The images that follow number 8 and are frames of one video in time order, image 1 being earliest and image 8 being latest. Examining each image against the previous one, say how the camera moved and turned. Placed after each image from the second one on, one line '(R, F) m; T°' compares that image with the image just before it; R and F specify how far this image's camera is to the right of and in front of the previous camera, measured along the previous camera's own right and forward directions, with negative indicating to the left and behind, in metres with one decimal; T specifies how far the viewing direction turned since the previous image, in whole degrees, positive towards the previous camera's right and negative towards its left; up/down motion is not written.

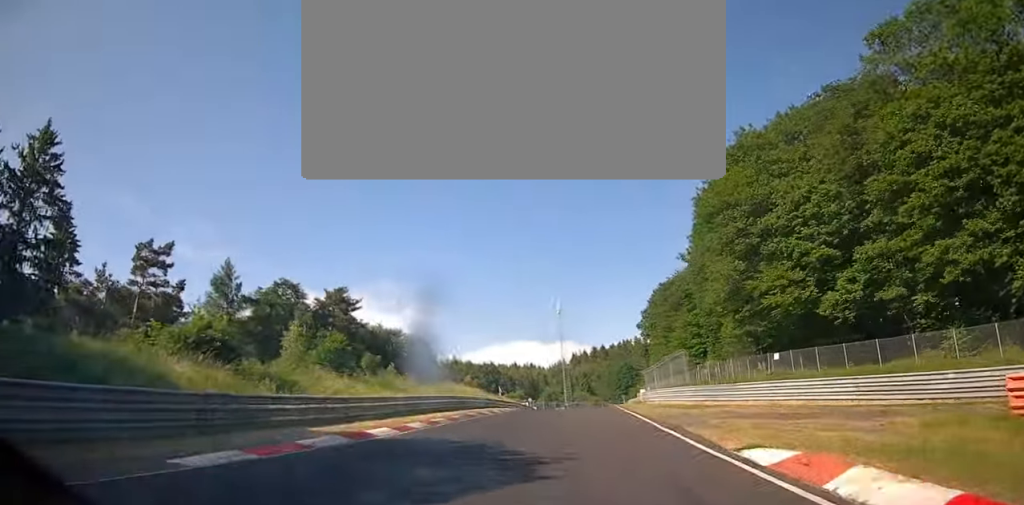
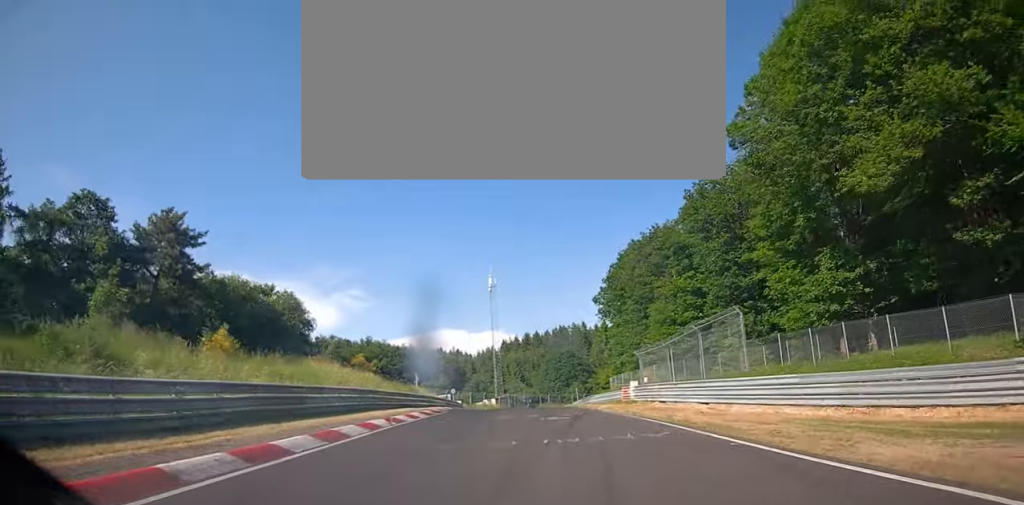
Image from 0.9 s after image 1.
(+2.3, +22.8) m; +8°
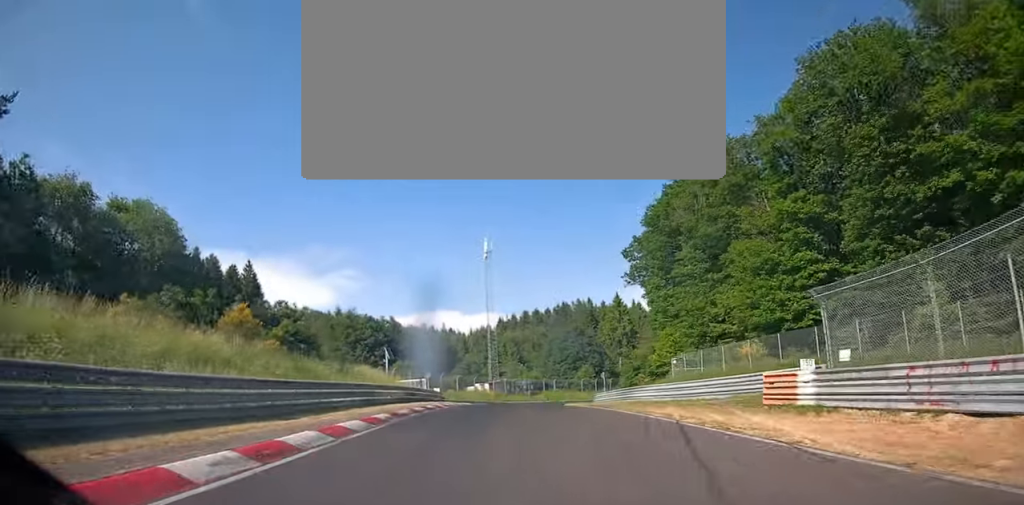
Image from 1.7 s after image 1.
(+0.6, +21.0) m; +4°
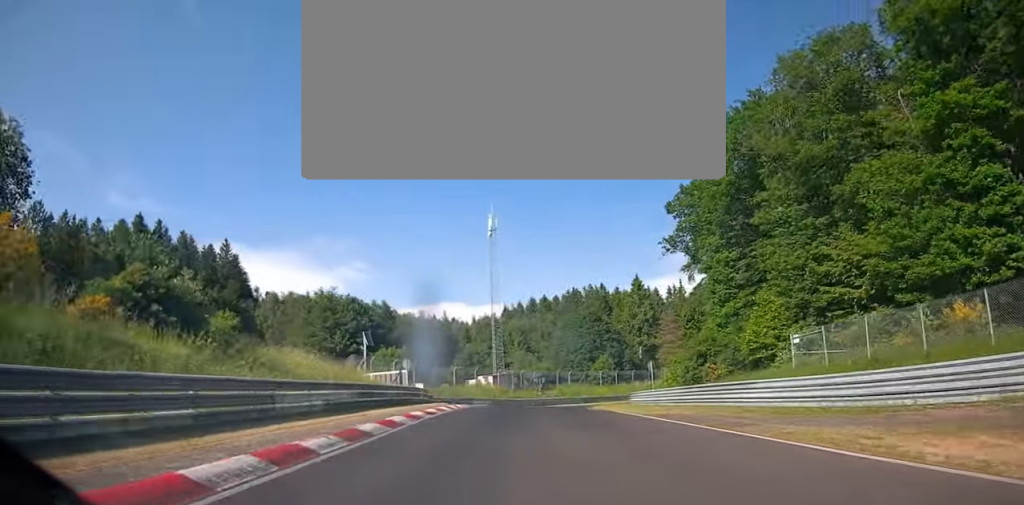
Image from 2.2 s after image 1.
(+0.5, +14.2) m; +3°
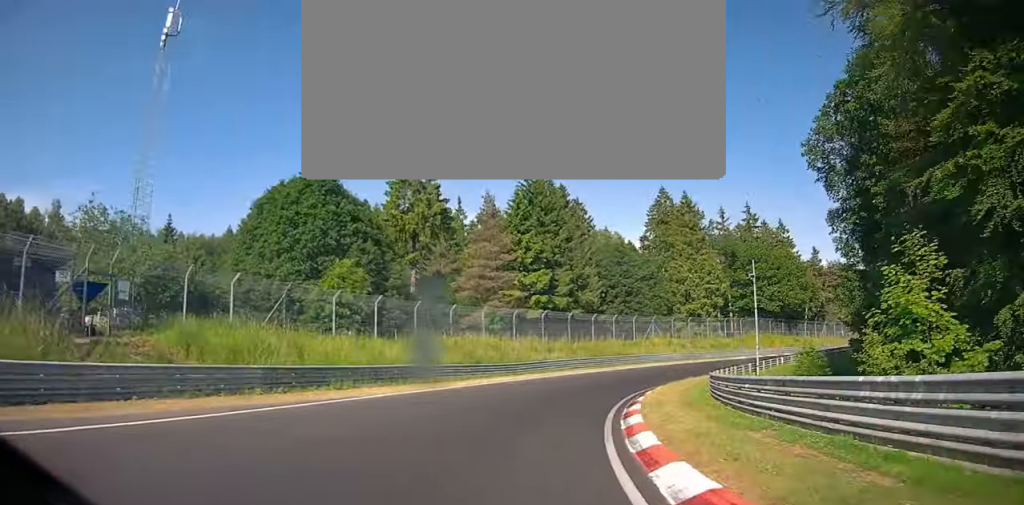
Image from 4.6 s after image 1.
(+9.4, +57.9) m; +25°
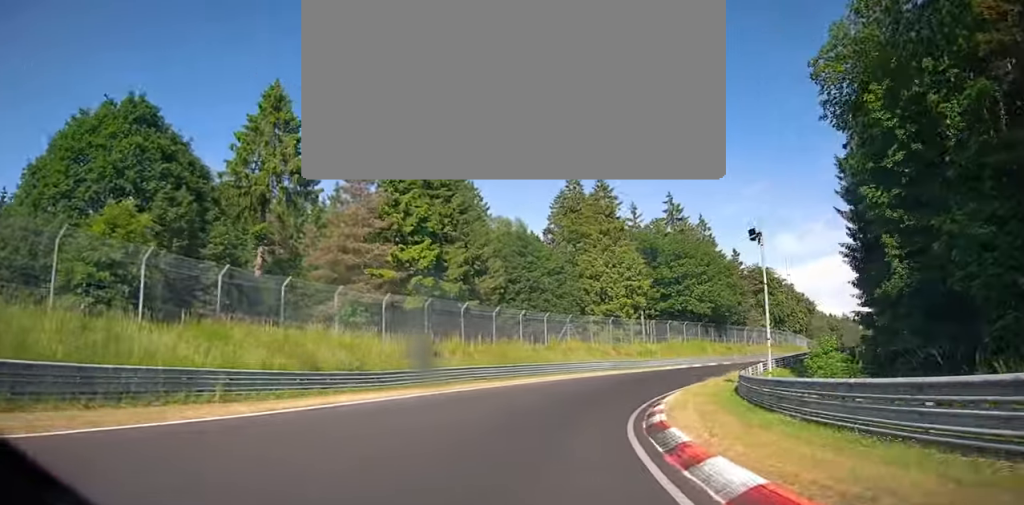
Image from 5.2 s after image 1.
(+1.3, +14.3) m; +11°
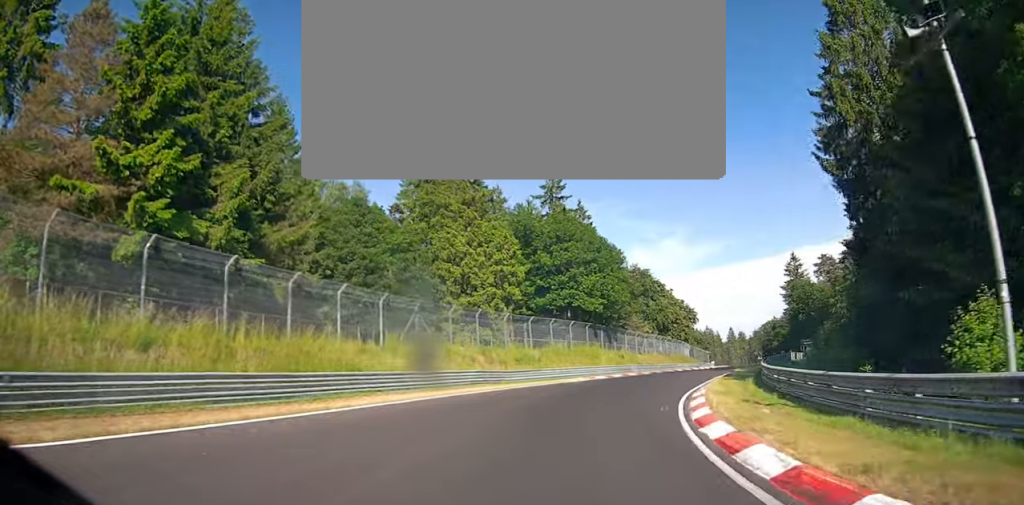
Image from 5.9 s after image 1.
(+1.2, +17.4) m; +14°
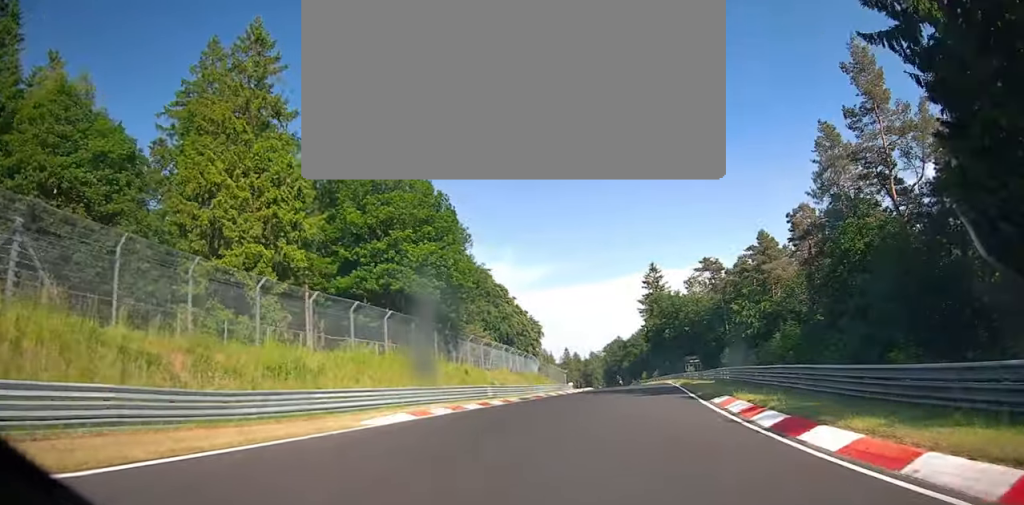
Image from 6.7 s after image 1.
(+3.7, +22.3) m; +15°
